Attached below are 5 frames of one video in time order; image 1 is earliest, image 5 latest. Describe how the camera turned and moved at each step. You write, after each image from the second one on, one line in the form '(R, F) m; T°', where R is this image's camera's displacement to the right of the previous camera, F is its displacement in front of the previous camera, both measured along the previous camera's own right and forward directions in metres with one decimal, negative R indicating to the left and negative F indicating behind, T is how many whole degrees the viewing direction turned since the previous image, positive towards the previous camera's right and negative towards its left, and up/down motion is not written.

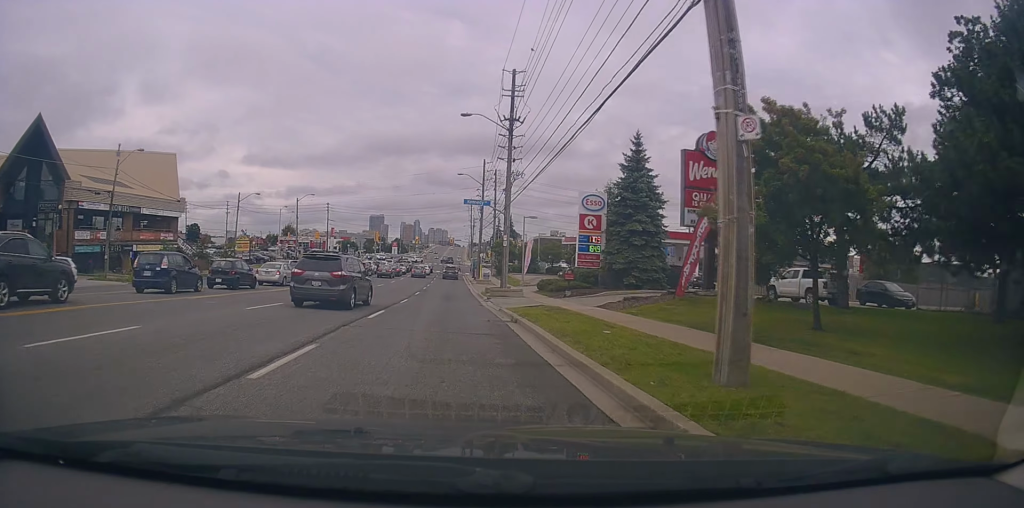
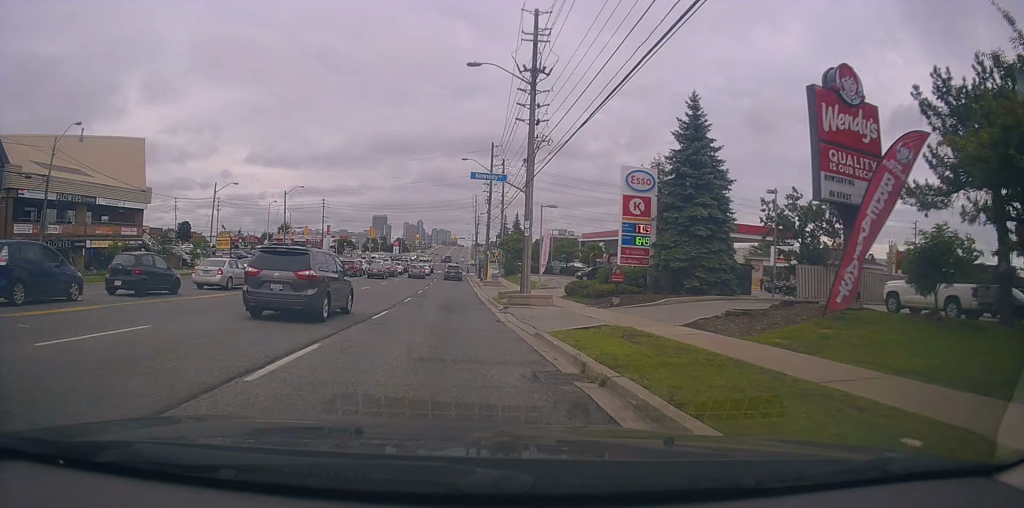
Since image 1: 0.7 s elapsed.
(+0.1, +9.4) m; 0°
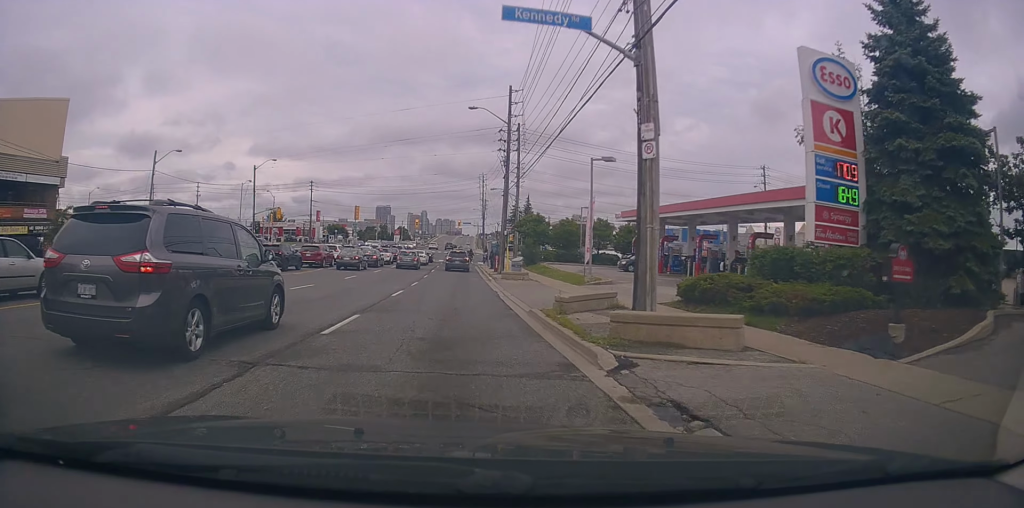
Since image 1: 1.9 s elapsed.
(+0.1, +16.2) m; 0°
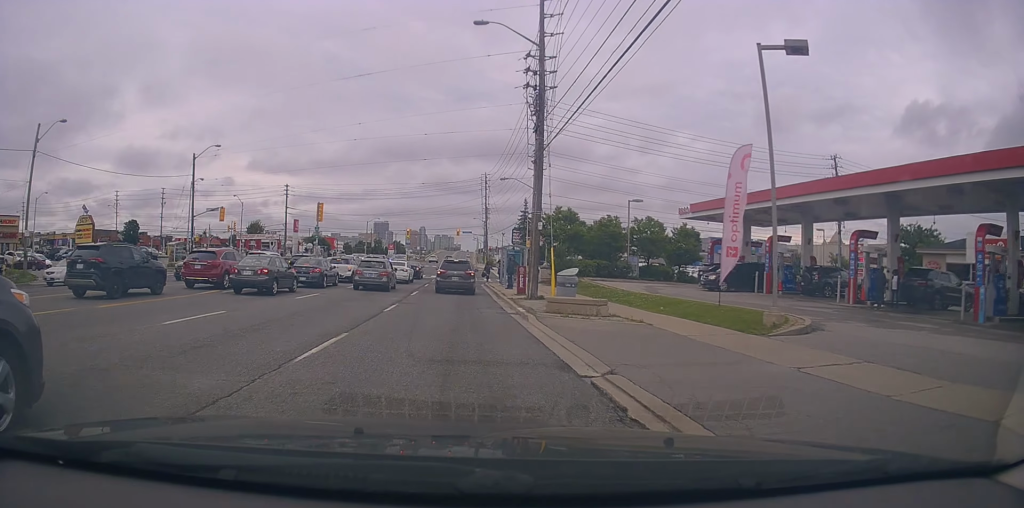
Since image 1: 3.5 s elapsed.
(+0.2, +19.0) m; +1°
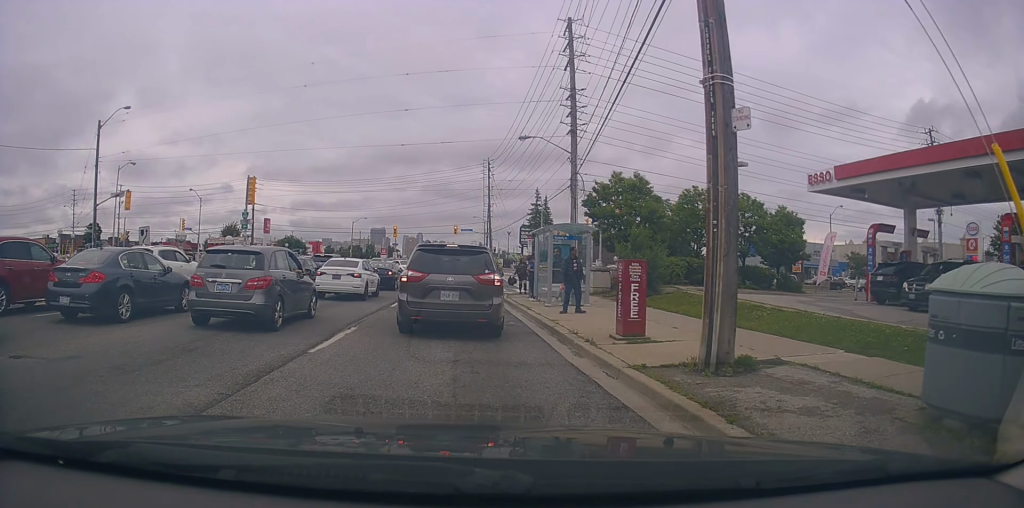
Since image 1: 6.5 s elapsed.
(-0.6, +19.5) m; -2°
